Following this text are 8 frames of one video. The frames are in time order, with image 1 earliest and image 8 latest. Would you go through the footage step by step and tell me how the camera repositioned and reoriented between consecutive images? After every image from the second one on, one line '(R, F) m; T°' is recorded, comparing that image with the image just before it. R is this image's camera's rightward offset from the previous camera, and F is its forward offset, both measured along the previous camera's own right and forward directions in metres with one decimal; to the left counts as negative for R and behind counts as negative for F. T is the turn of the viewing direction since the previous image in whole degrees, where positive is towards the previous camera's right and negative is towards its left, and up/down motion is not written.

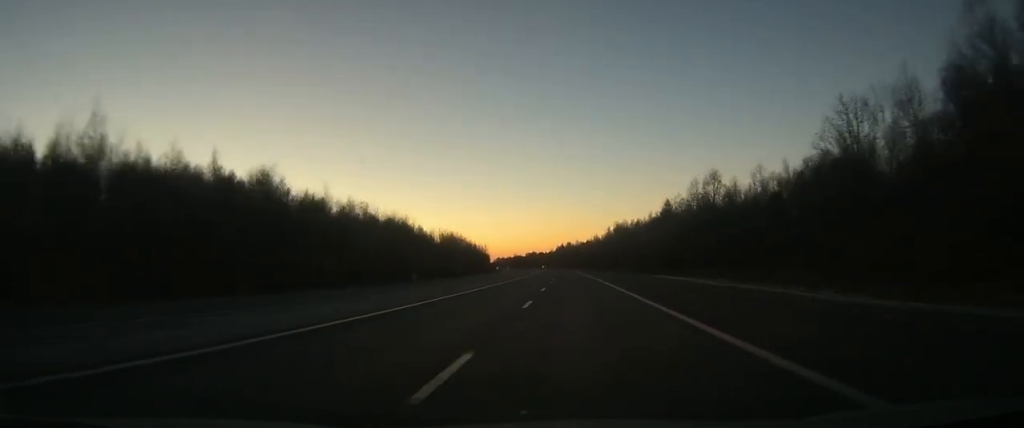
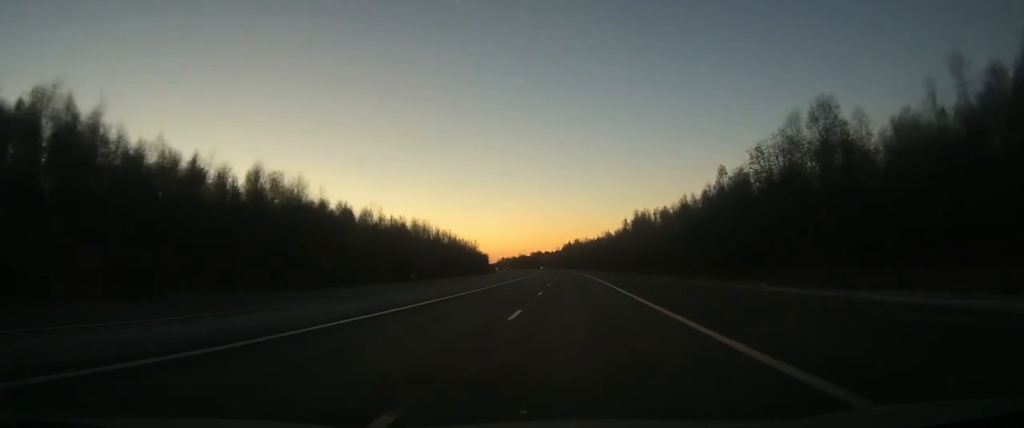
(-0.3, +51.3) m; -1°
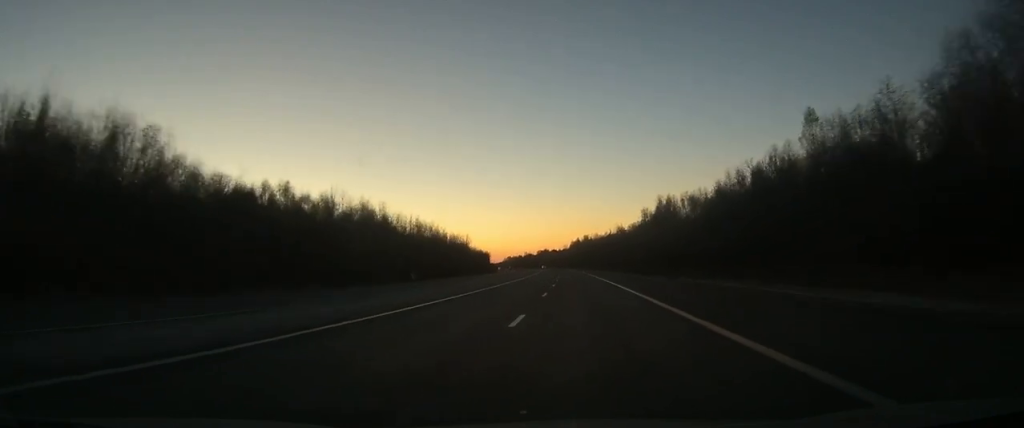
(-0.1, +37.4) m; -1°
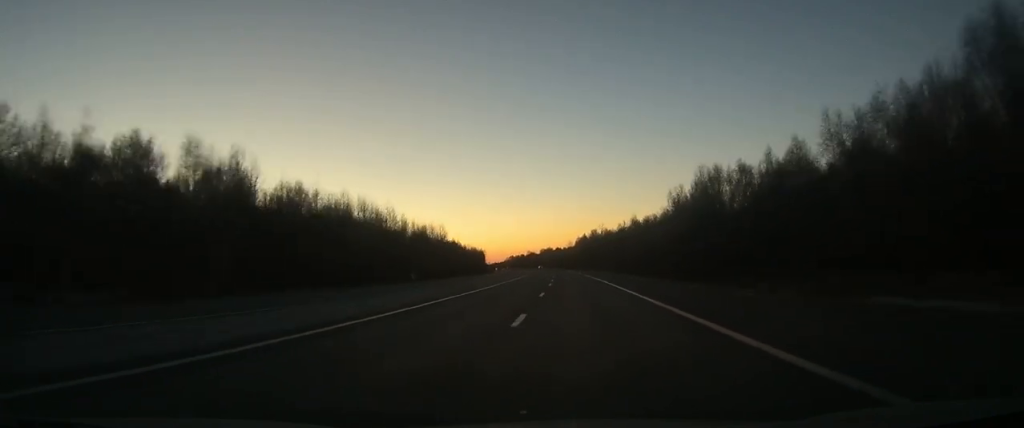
(-0.4, +47.0) m; -1°
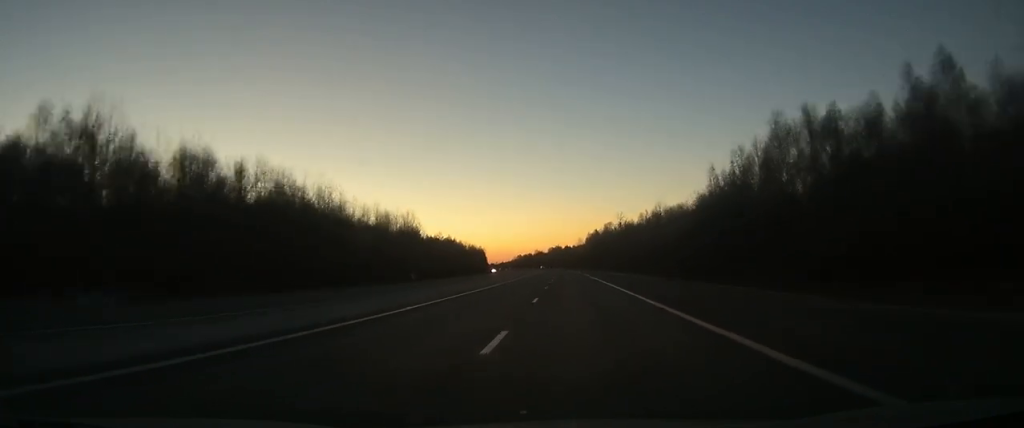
(-0.2, +39.1) m; -1°
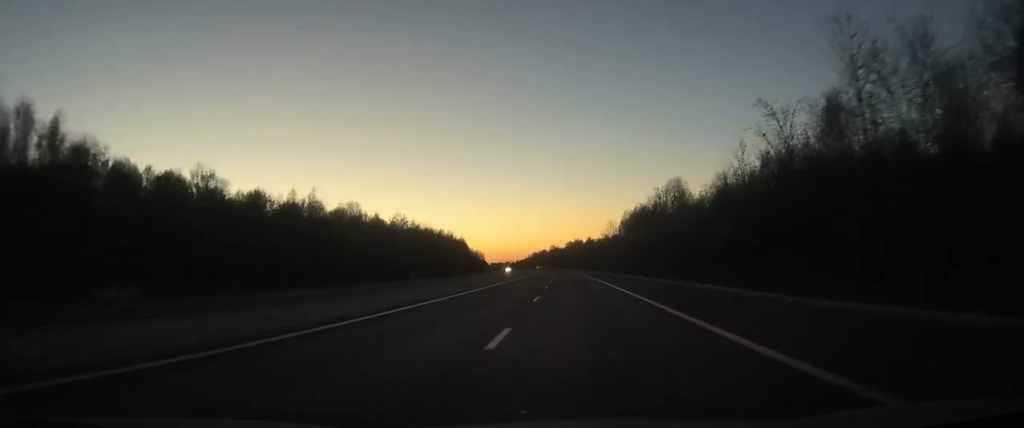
(-1.8, +118.3) m; -2°
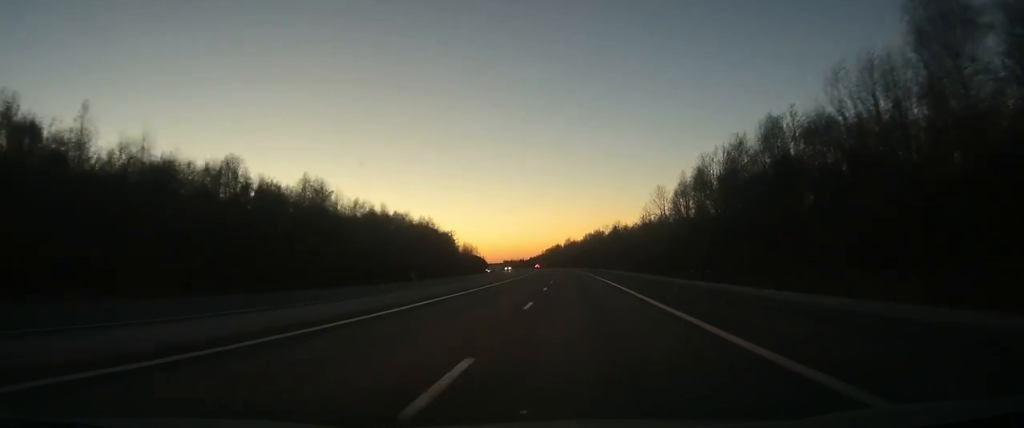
(-1.8, +87.2) m; -2°
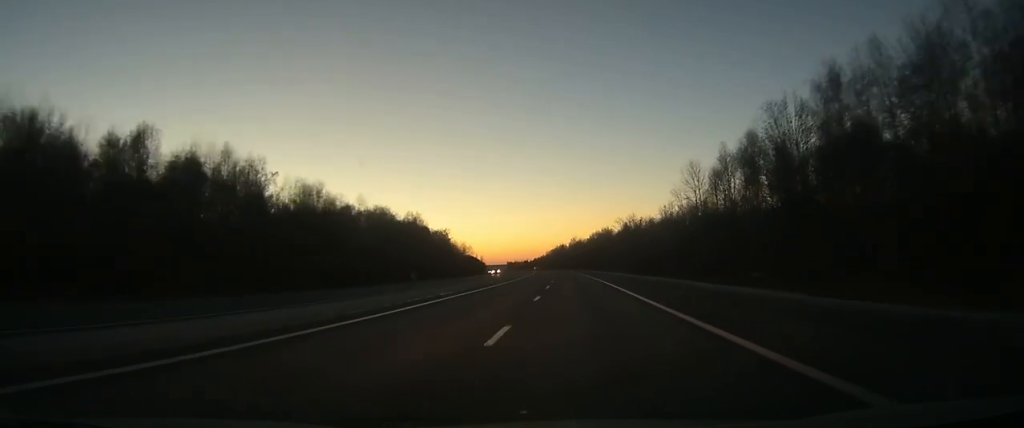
(-0.2, +31.0) m; -1°
